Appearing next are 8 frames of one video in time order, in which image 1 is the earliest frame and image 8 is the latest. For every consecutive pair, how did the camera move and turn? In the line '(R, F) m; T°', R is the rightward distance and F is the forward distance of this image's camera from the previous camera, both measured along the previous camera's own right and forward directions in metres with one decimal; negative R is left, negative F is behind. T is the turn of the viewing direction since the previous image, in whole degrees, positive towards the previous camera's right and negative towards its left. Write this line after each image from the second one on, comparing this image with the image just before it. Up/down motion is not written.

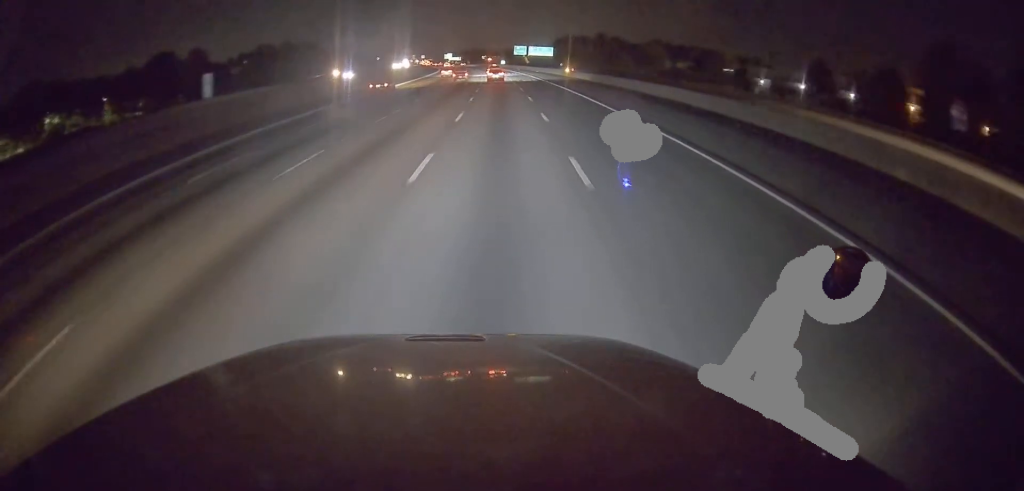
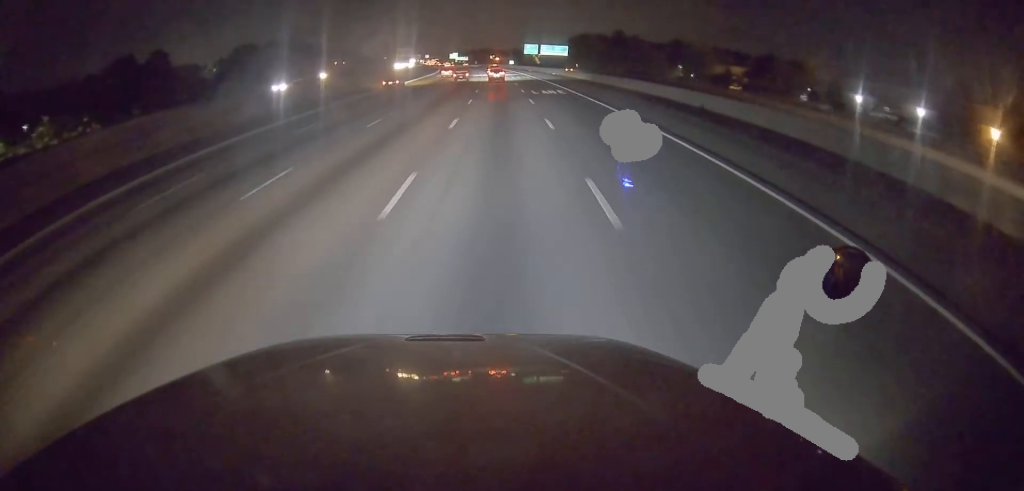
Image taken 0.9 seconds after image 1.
(-0.5, +27.6) m; -1°
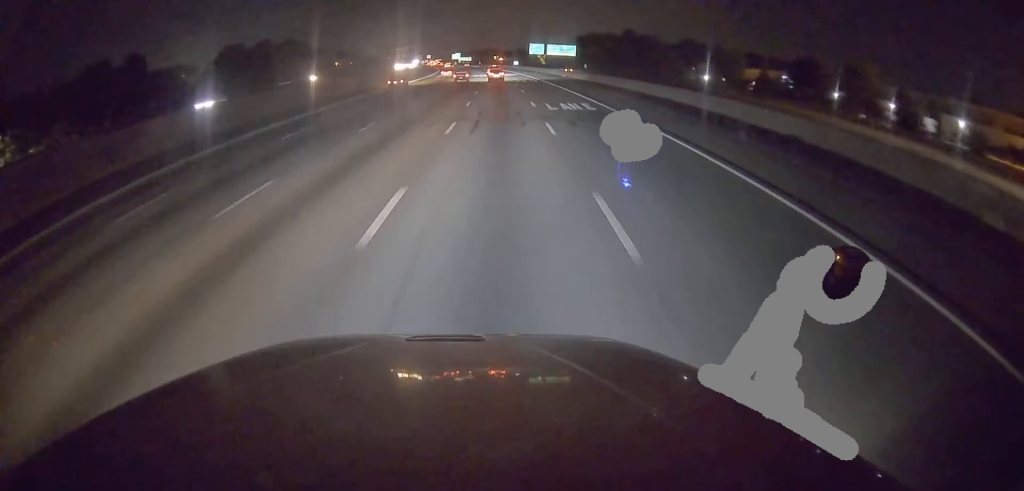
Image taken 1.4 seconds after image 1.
(0.0, +13.1) m; 0°
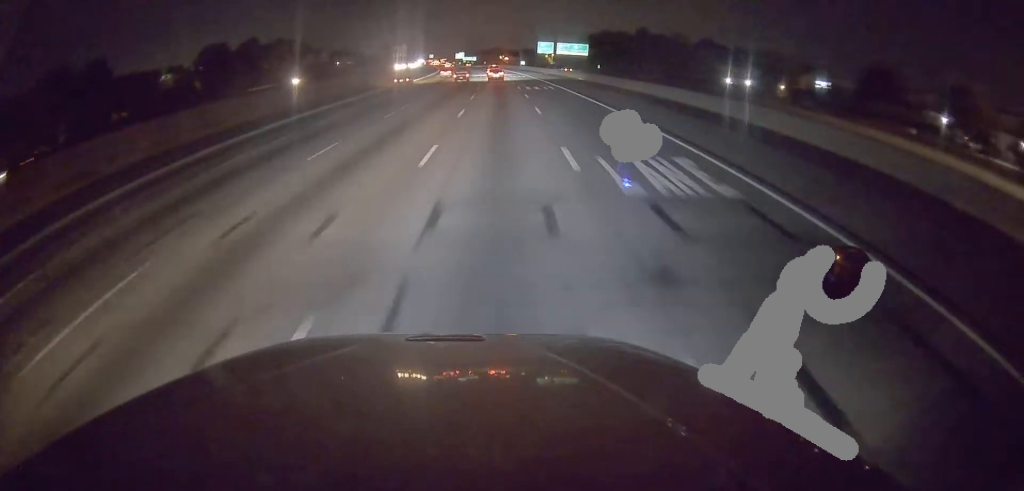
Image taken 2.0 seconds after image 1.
(0.0, +18.4) m; -1°
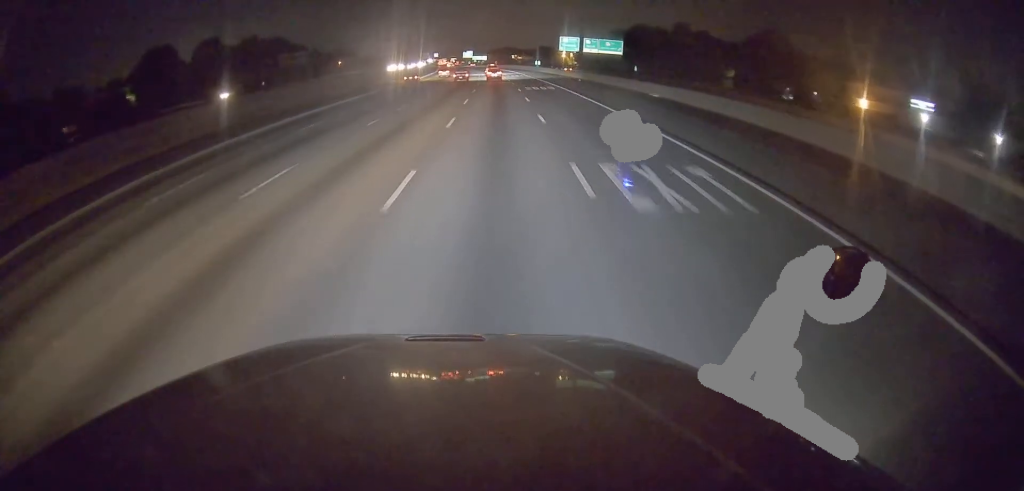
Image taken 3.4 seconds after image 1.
(-0.8, +41.0) m; -2°
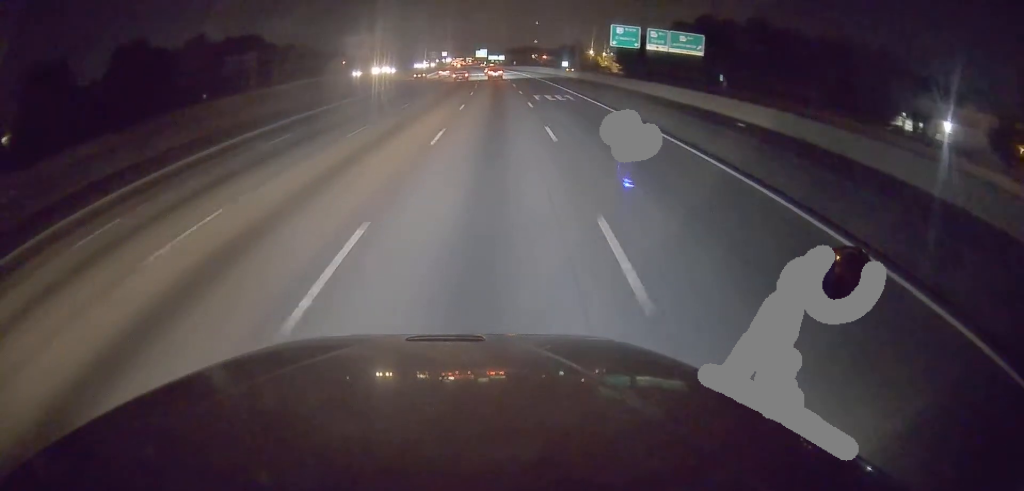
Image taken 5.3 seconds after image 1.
(-0.5, +52.6) m; -1°
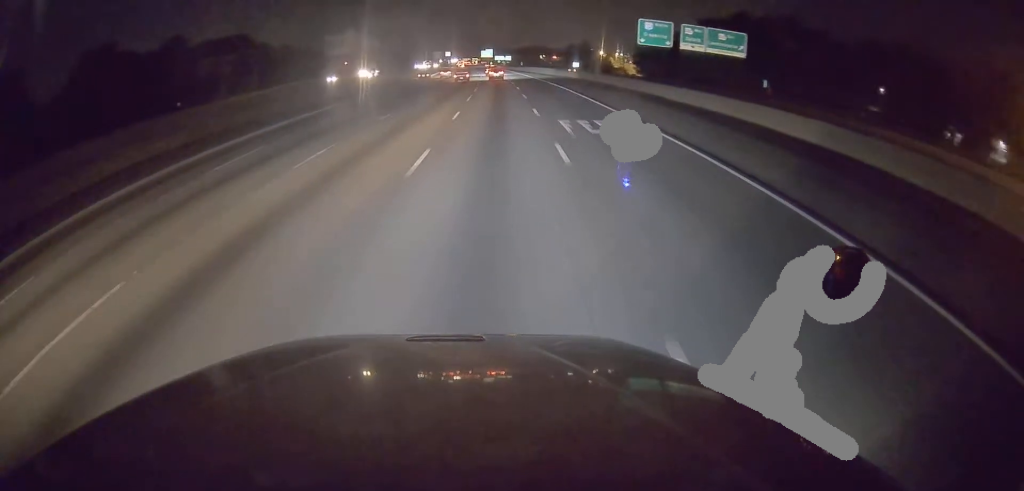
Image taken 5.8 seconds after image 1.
(0.0, +16.4) m; 0°
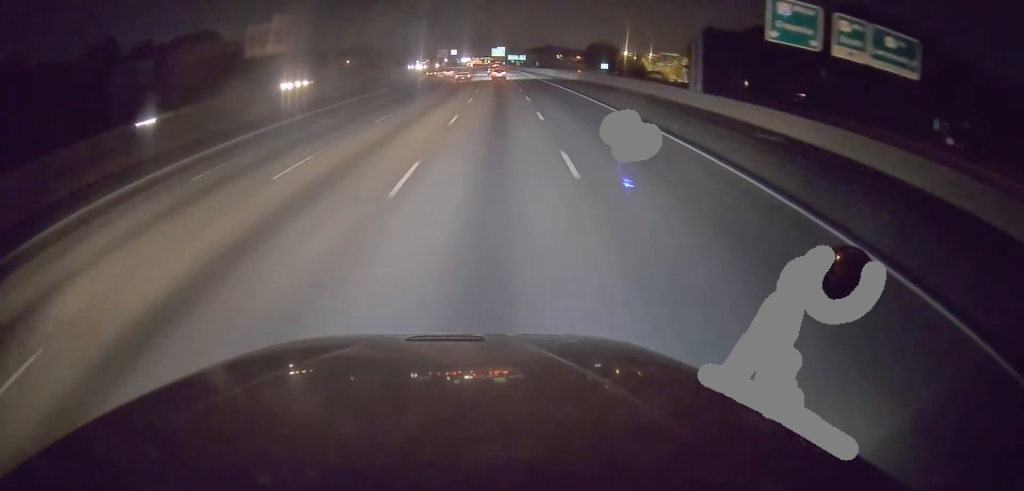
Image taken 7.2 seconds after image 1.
(-0.6, +38.9) m; -2°
